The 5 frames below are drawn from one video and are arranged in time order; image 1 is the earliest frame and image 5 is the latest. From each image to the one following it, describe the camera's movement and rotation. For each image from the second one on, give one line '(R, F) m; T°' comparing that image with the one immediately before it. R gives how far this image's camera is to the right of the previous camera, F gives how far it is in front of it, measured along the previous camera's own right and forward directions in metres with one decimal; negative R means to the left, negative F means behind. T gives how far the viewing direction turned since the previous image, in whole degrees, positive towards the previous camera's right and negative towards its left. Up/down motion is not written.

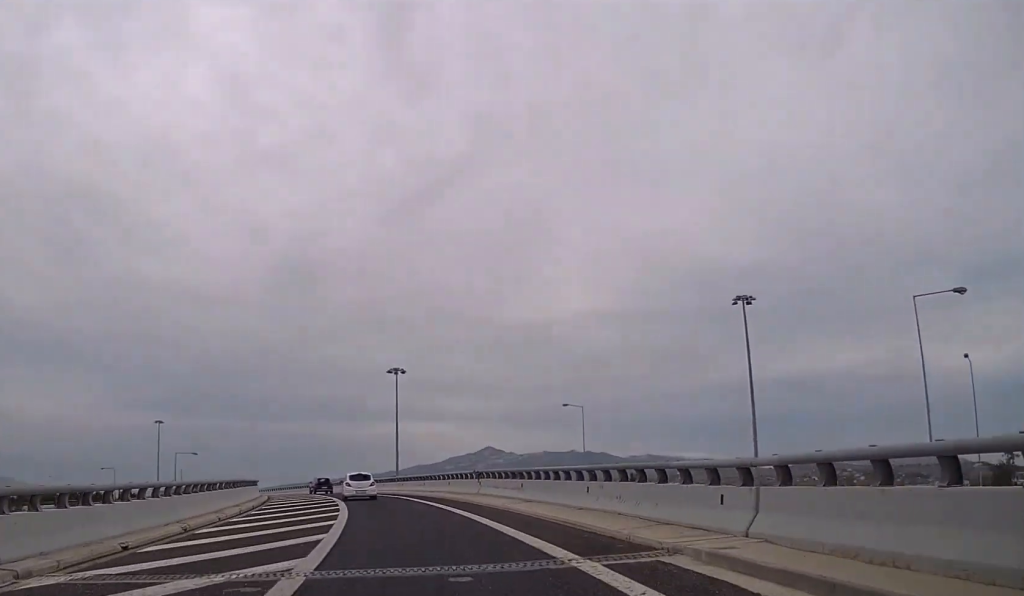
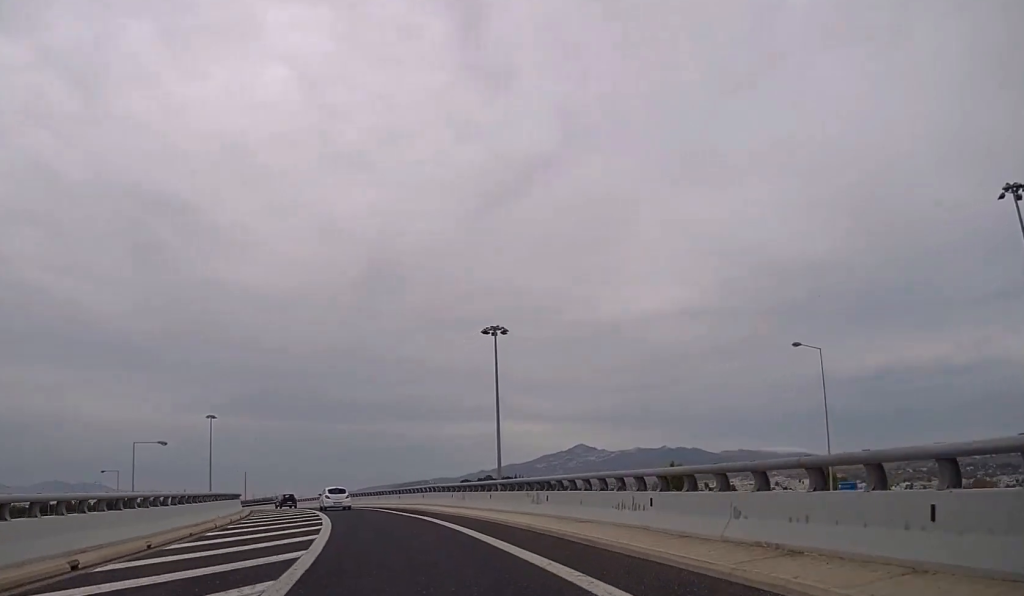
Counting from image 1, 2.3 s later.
(-2.3, +36.5) m; -8°
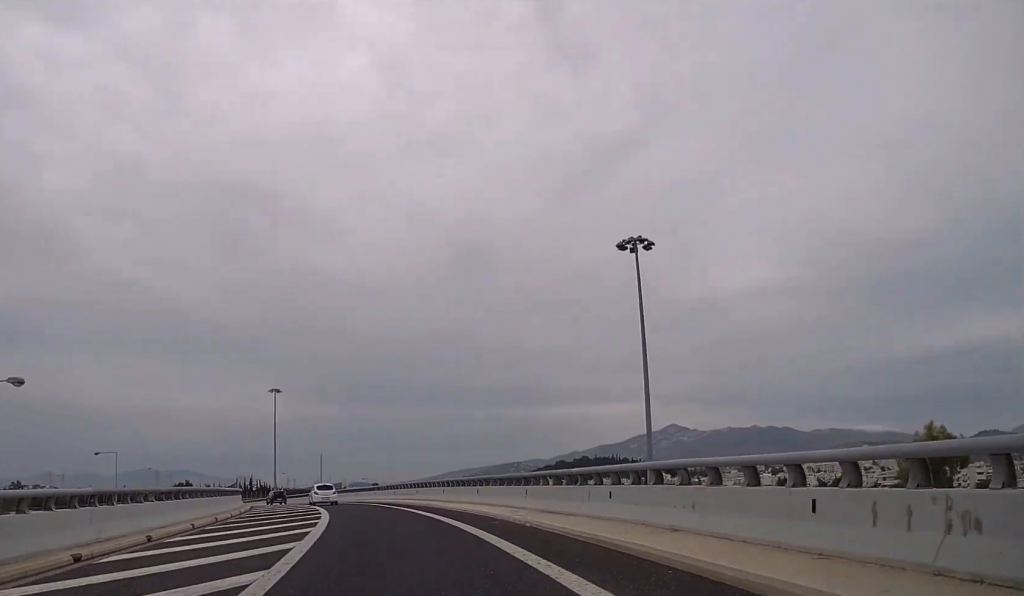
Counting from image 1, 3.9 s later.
(-1.7, +28.6) m; -6°
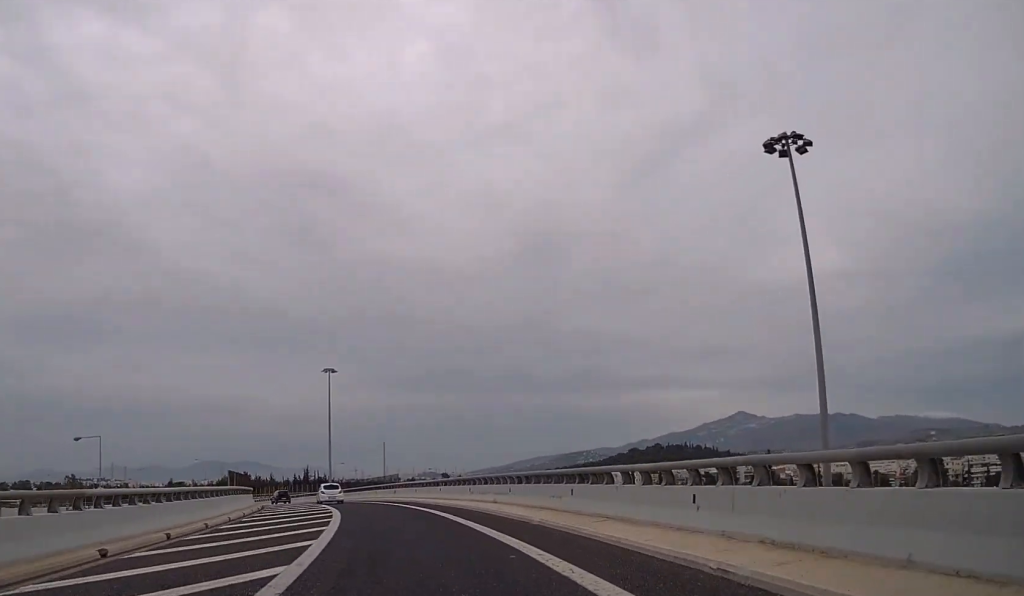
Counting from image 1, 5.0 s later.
(-0.7, +19.4) m; -4°
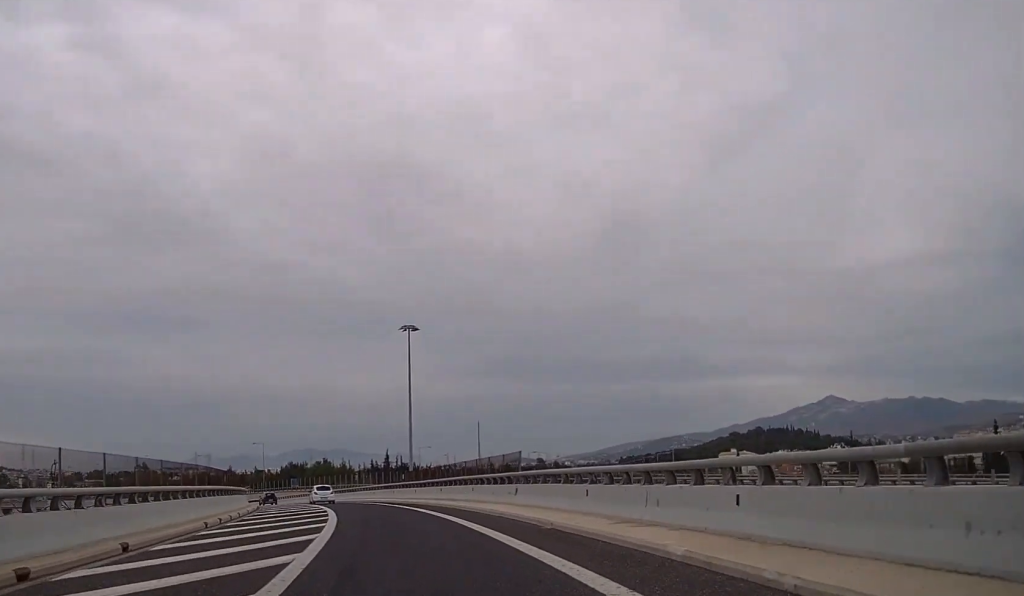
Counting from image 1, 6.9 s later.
(-2.4, +32.8) m; -8°
